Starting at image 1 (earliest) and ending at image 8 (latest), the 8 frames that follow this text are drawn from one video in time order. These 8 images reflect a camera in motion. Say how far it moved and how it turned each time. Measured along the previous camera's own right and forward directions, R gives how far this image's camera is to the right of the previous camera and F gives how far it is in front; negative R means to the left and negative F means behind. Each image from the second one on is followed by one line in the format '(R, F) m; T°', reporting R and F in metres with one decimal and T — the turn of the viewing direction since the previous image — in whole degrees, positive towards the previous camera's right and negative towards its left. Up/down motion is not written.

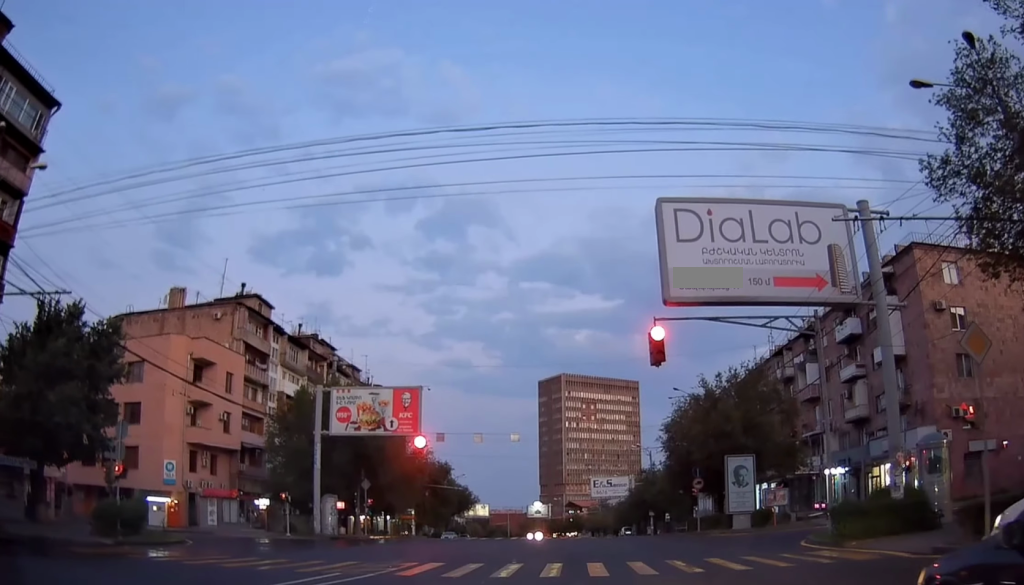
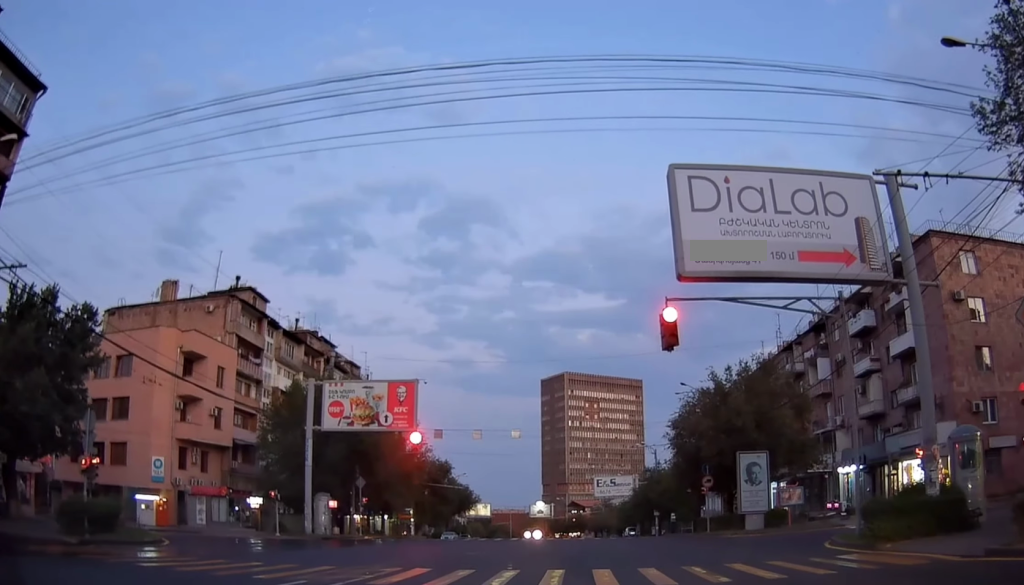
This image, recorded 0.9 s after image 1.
(0.0, +1.9) m; 0°
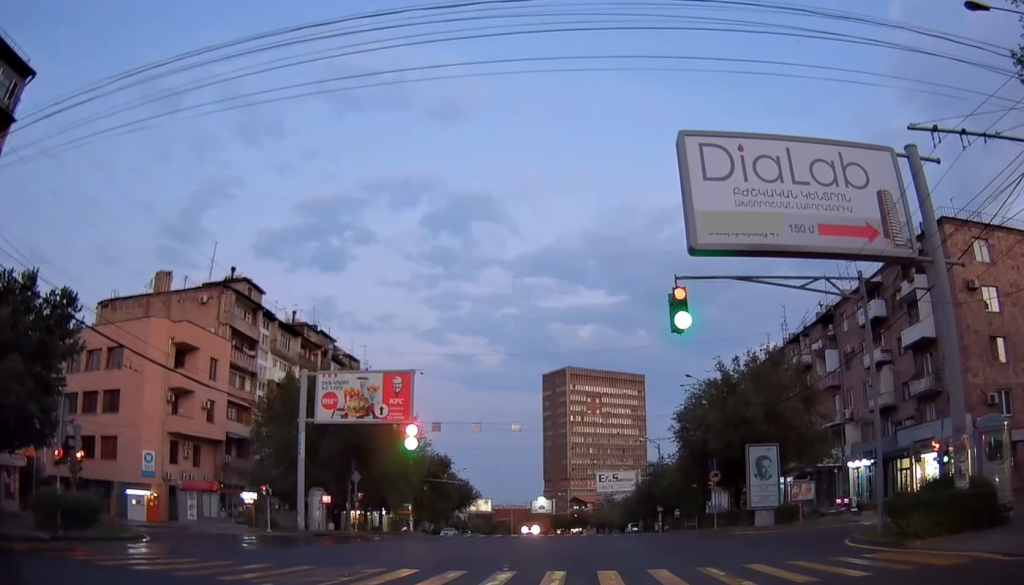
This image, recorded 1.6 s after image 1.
(0.0, +1.5) m; 0°
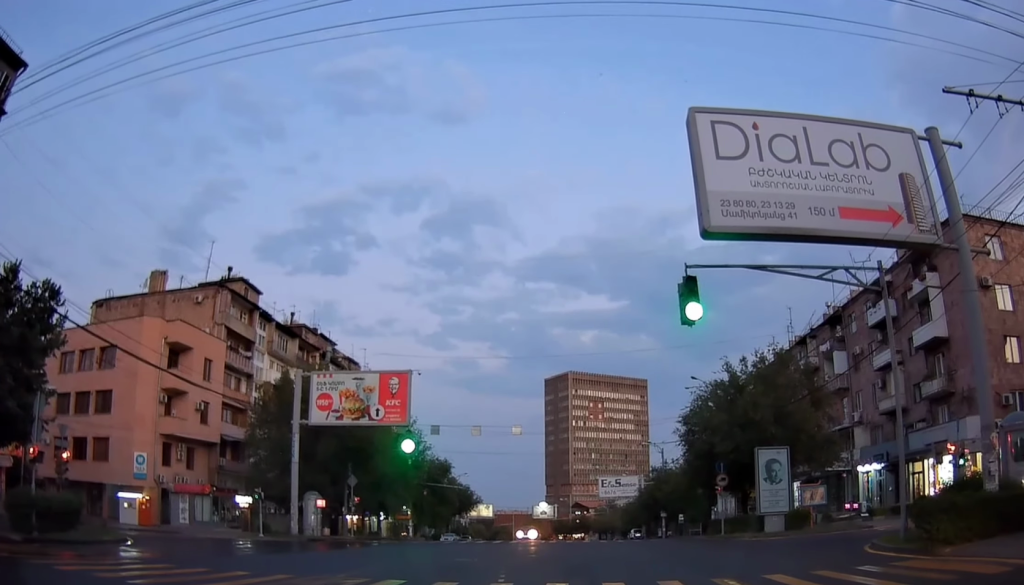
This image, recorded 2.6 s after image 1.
(0.0, +1.8) m; 0°
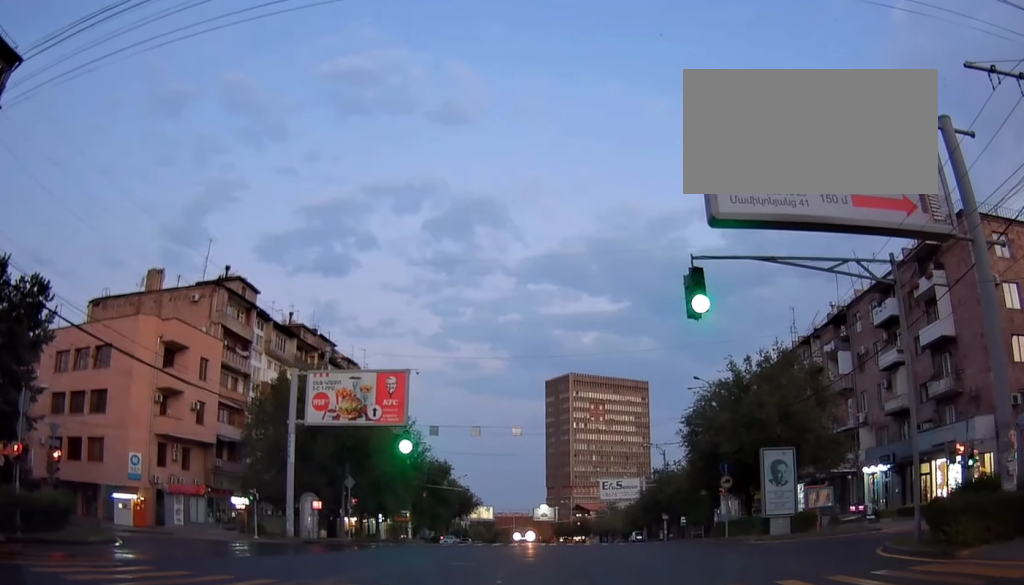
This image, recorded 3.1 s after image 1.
(0.0, +0.9) m; 0°
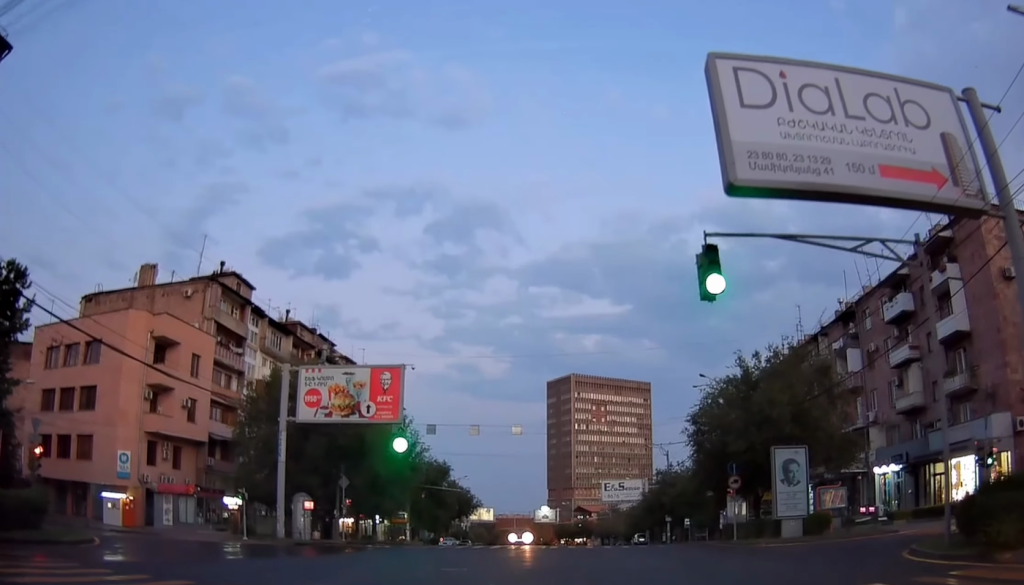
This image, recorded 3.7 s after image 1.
(0.0, +1.2) m; 0°
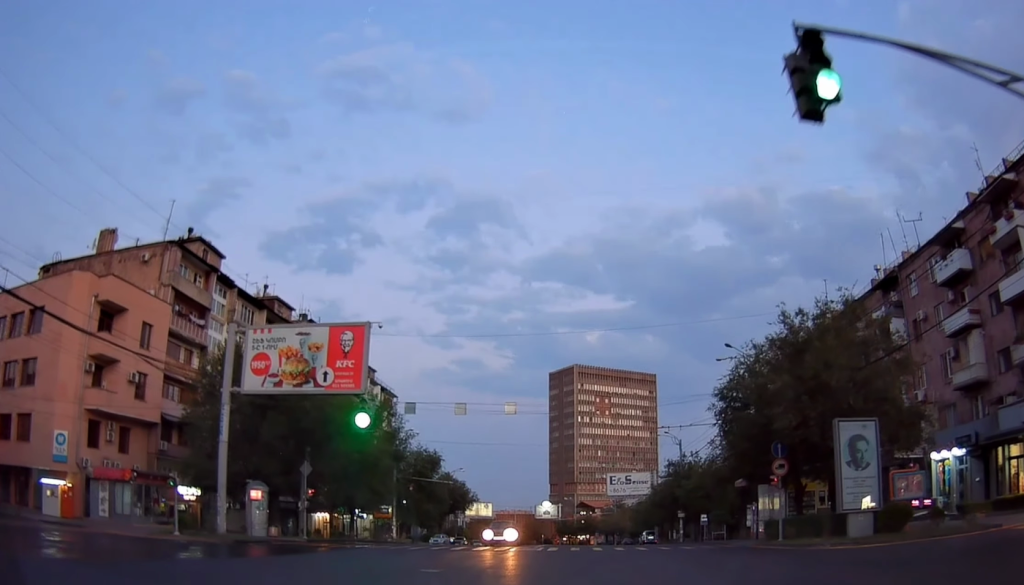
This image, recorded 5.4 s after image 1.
(0.0, +6.3) m; +4°
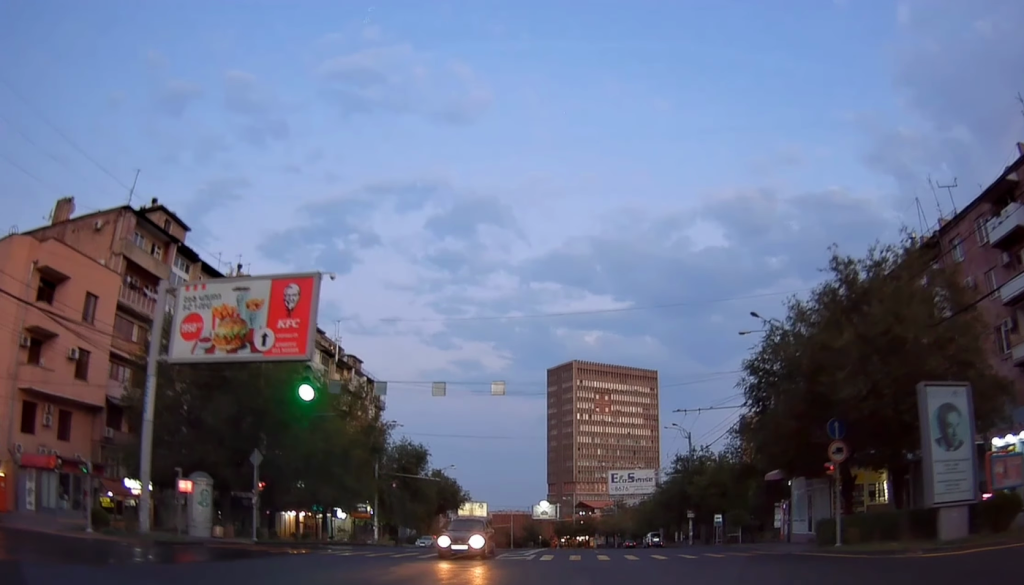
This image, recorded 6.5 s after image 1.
(+0.4, +6.2) m; +1°
